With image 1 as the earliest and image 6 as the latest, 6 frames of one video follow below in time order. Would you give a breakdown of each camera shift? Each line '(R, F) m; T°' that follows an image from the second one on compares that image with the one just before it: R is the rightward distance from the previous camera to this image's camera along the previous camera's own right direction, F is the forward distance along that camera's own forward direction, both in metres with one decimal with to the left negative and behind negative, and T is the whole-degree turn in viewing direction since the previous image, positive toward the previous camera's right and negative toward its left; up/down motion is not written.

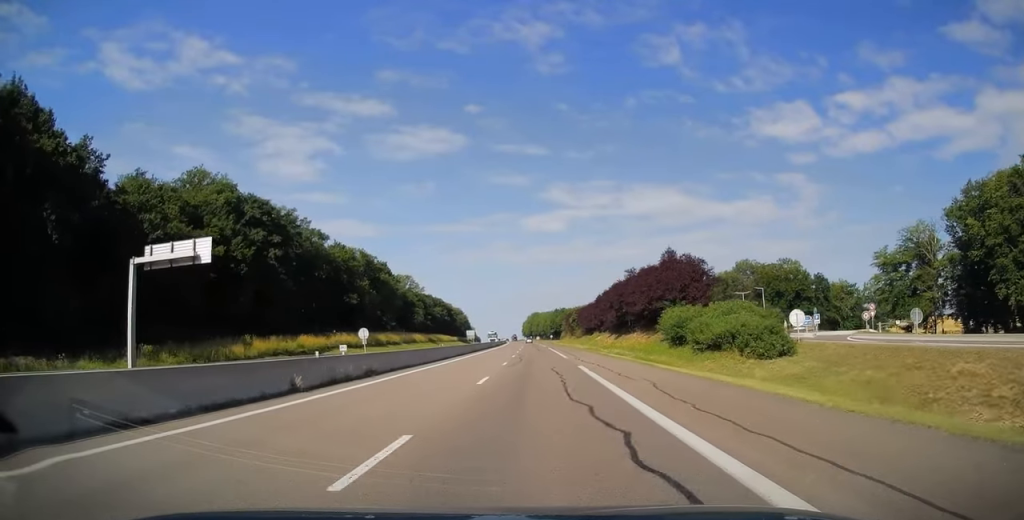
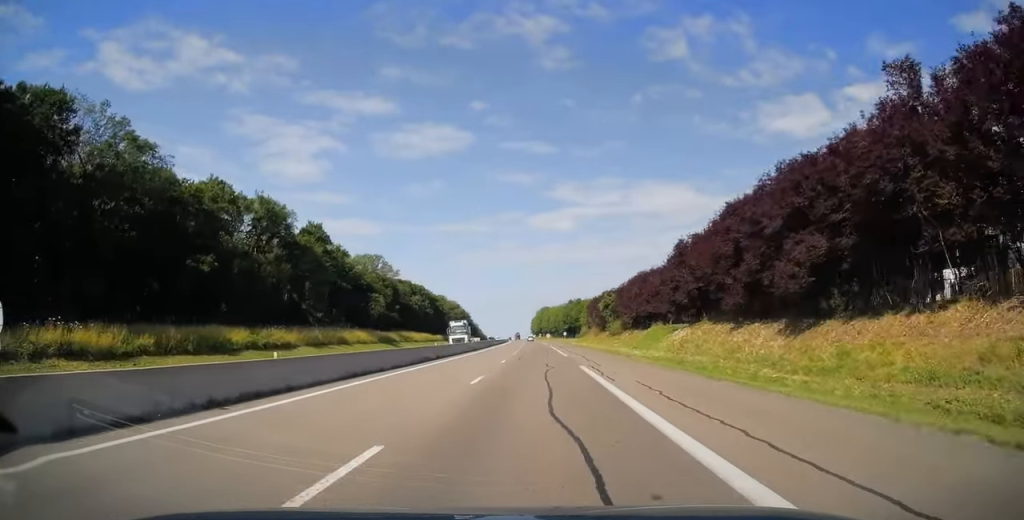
(0.0, +53.6) m; 0°
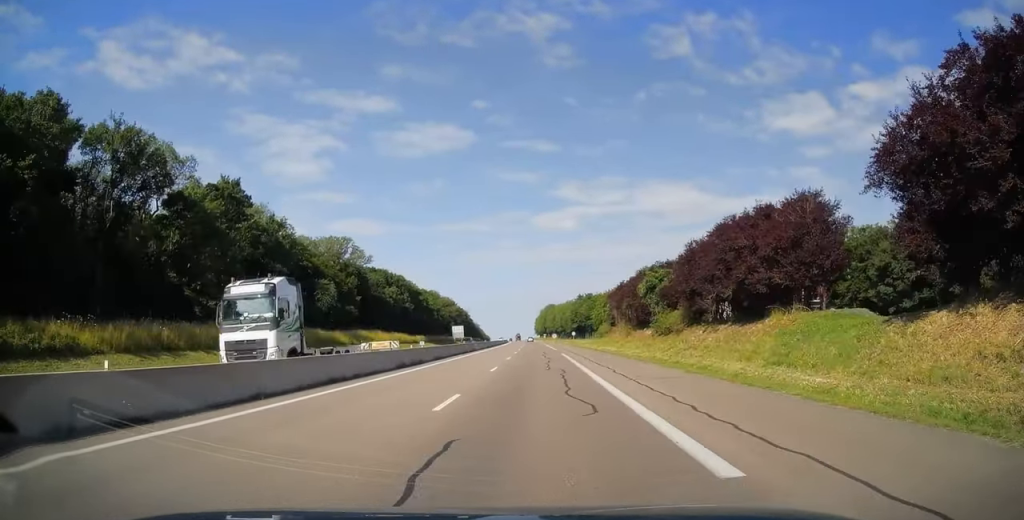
(-0.3, +36.5) m; -1°
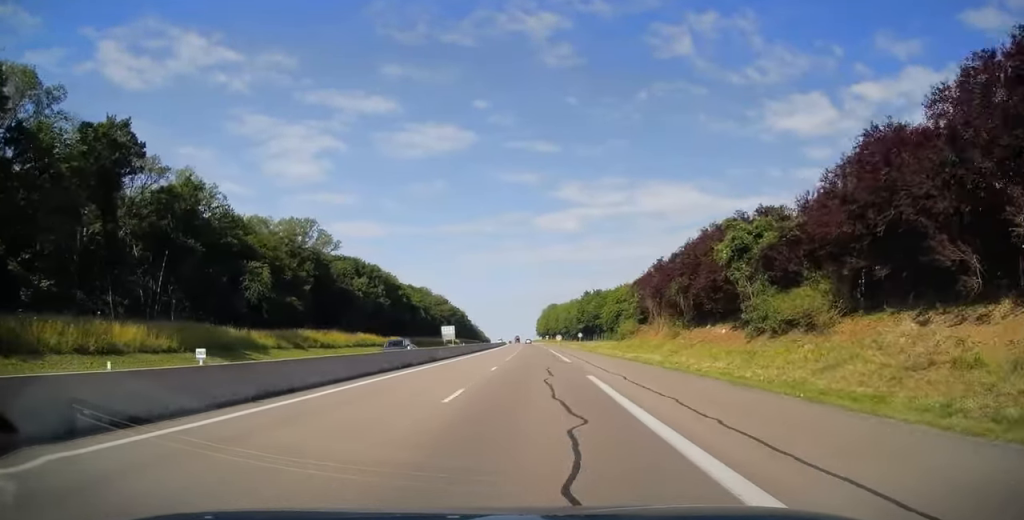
(0.0, +25.6) m; 0°
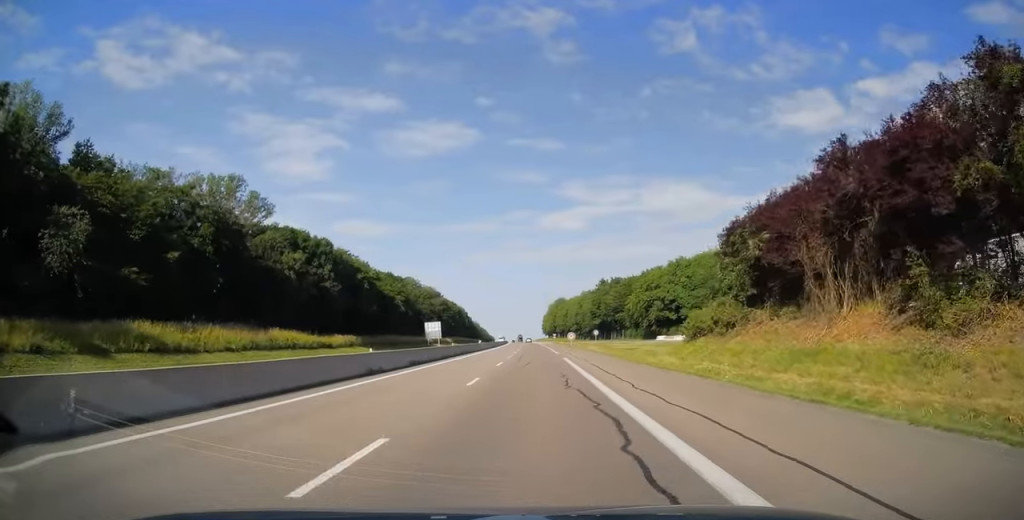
(-0.2, +31.8) m; -1°
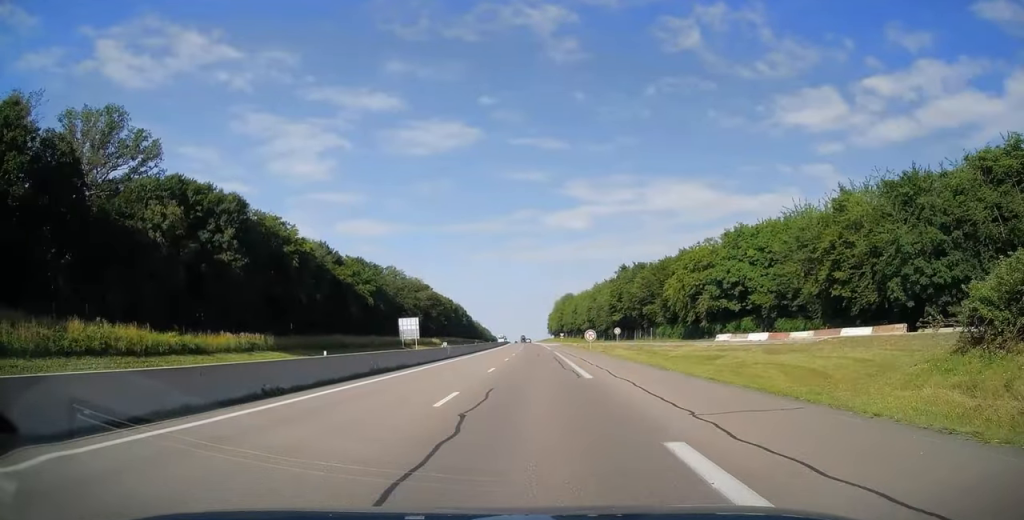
(-0.2, +28.4) m; -1°
